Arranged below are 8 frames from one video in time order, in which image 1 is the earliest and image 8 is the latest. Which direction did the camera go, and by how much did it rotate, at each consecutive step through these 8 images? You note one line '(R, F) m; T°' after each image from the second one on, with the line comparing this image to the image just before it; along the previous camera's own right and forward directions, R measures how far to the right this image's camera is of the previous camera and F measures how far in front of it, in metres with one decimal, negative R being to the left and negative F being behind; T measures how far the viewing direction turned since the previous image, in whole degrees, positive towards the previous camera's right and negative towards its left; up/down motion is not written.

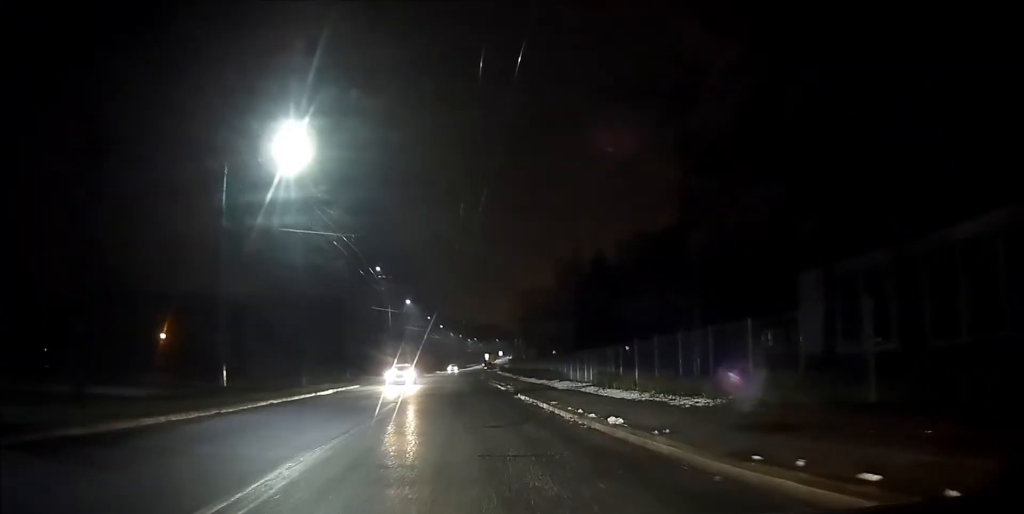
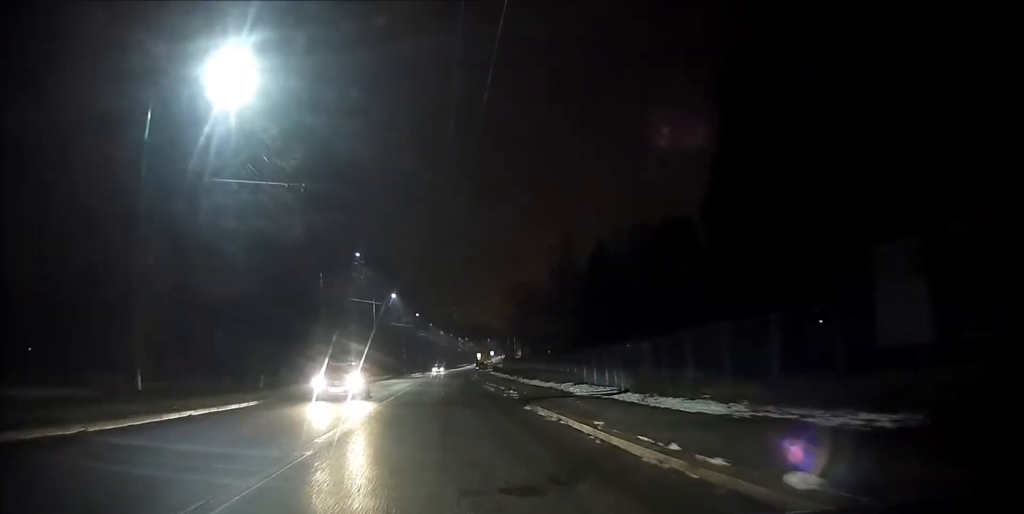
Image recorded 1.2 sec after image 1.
(+0.7, +7.2) m; +7°
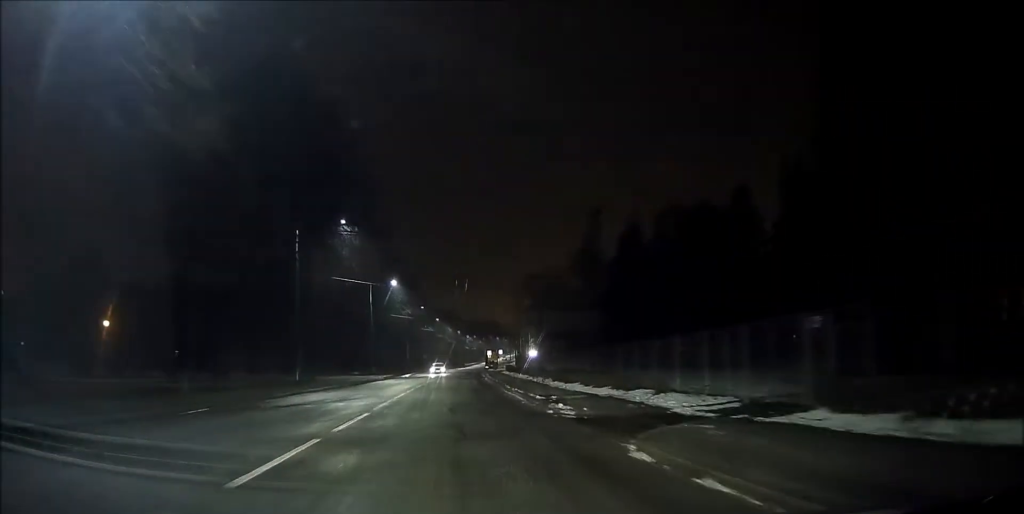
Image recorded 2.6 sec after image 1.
(+0.2, +11.0) m; +1°
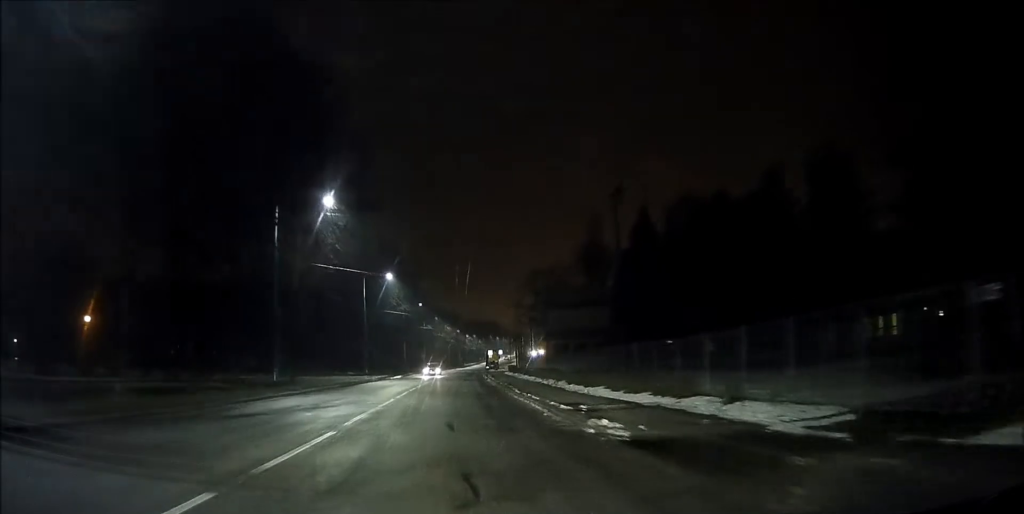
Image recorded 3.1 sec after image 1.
(-0.1, +4.9) m; 0°
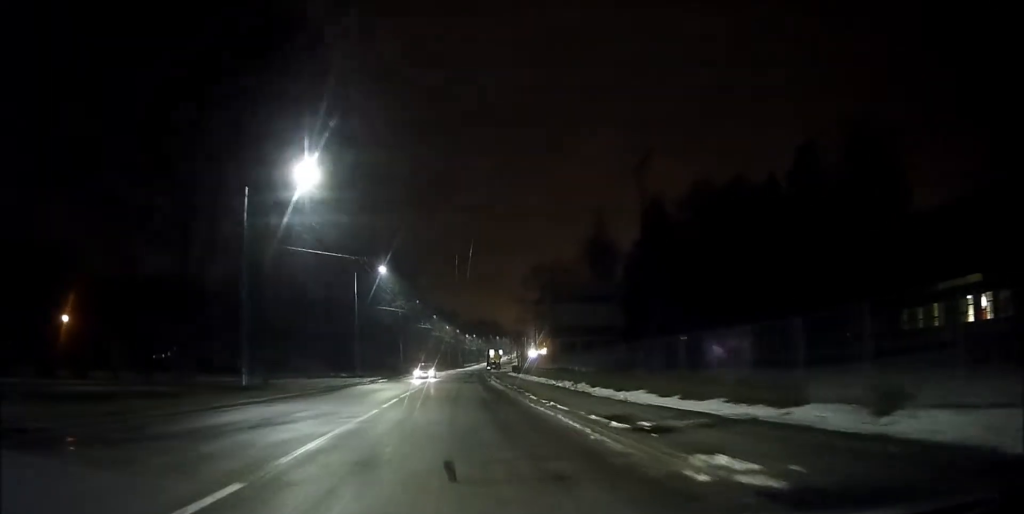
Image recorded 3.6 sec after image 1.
(+0.1, +5.6) m; -1°
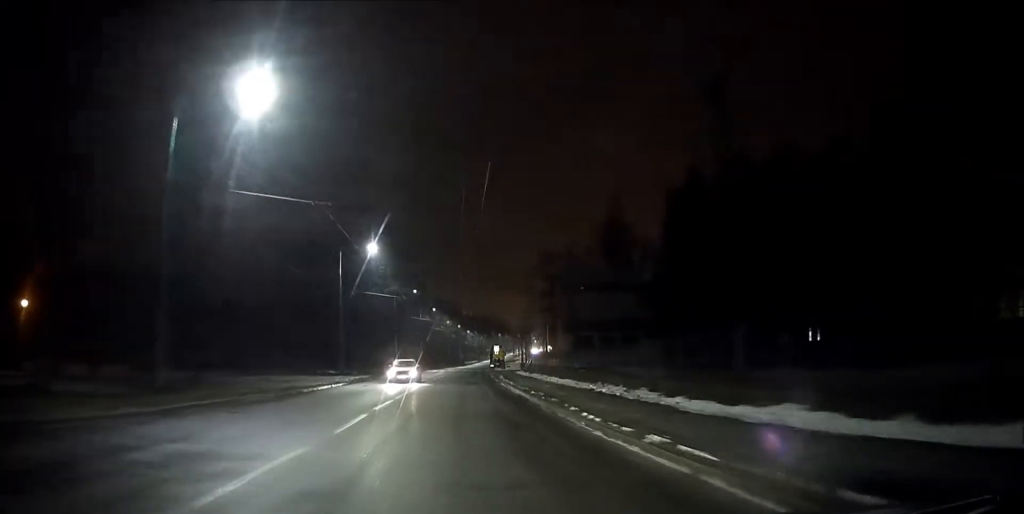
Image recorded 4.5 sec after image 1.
(-0.1, +9.5) m; -2°
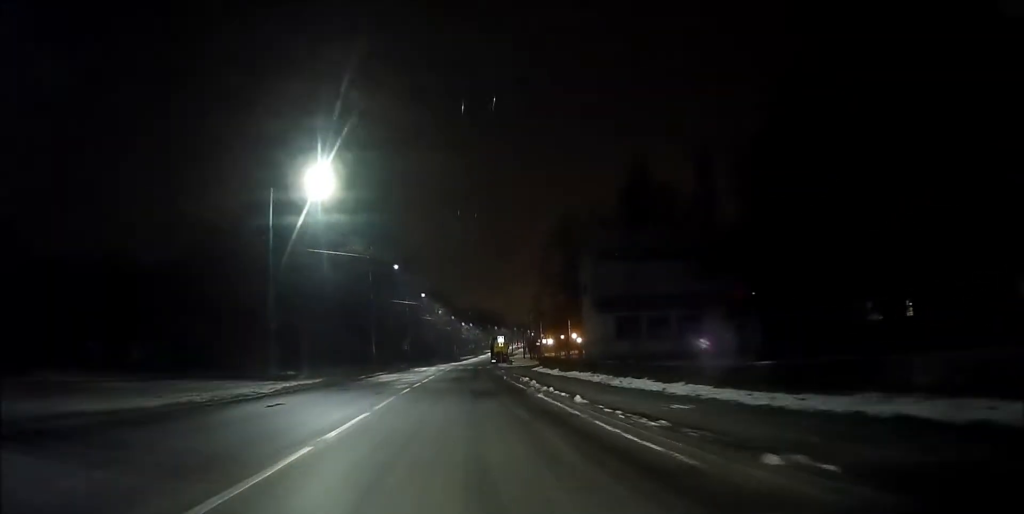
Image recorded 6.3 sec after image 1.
(-0.4, +20.2) m; -2°
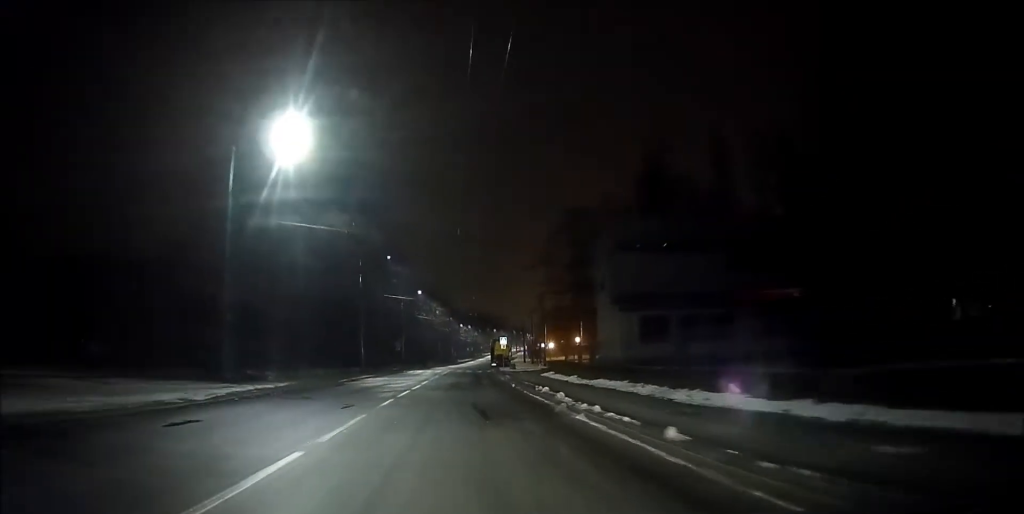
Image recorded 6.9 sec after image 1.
(-0.1, +7.2) m; -1°
